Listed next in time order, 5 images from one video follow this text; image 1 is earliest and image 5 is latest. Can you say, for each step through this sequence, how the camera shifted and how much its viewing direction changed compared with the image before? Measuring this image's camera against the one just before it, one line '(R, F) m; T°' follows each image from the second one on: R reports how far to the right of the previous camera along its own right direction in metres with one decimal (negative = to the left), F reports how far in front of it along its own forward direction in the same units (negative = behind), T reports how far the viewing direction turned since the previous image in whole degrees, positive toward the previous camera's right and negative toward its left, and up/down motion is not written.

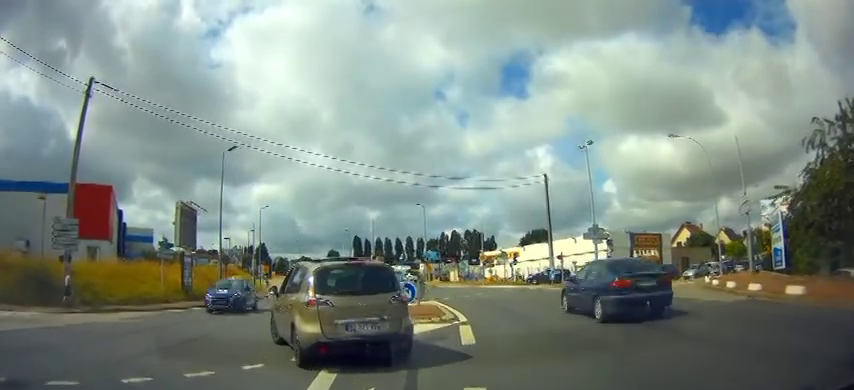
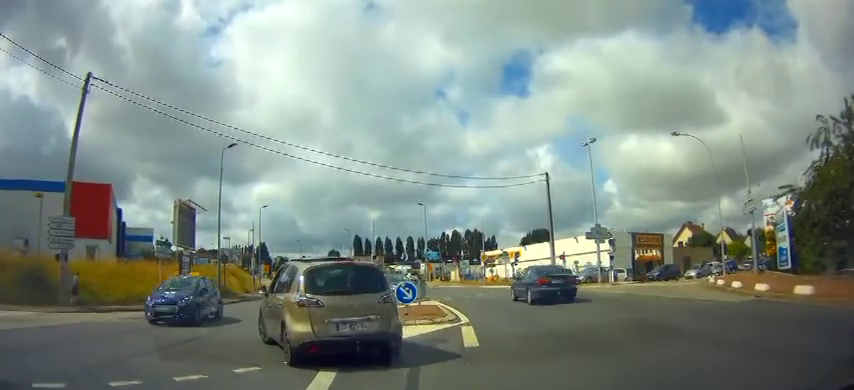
(-0.1, +0.3) m; 0°
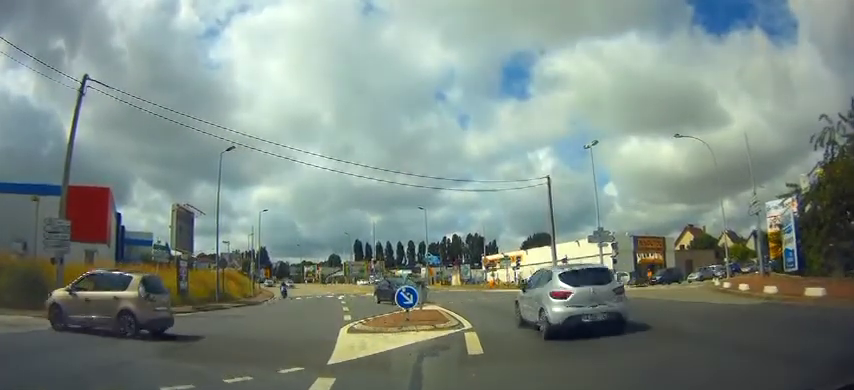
(-0.1, +1.2) m; 0°
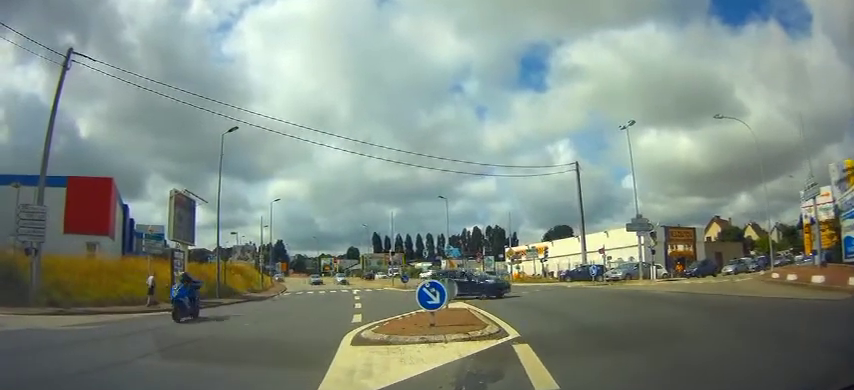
(-0.2, +2.3) m; 0°
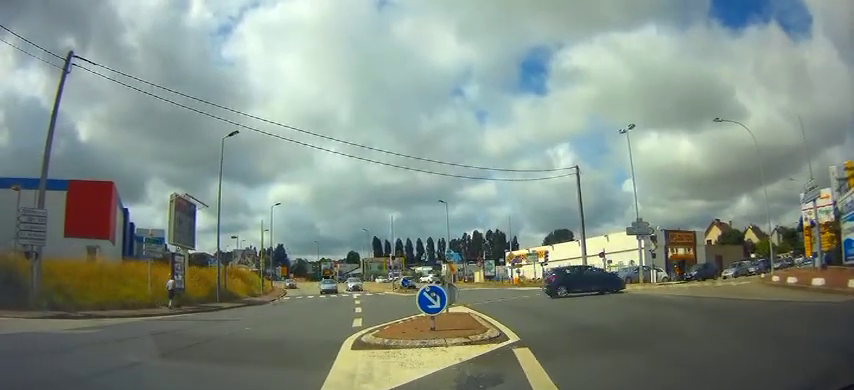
(+0.2, +0.2) m; 0°
